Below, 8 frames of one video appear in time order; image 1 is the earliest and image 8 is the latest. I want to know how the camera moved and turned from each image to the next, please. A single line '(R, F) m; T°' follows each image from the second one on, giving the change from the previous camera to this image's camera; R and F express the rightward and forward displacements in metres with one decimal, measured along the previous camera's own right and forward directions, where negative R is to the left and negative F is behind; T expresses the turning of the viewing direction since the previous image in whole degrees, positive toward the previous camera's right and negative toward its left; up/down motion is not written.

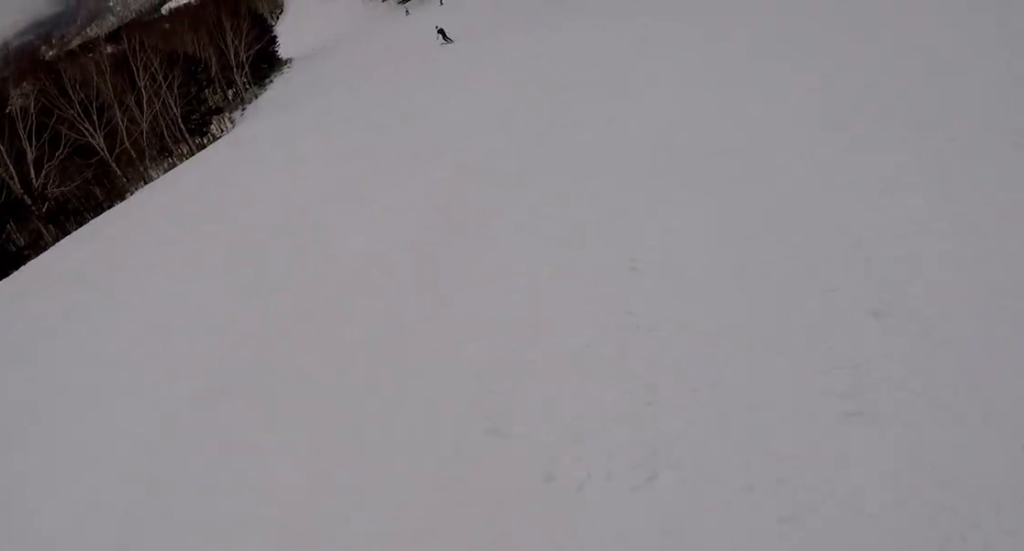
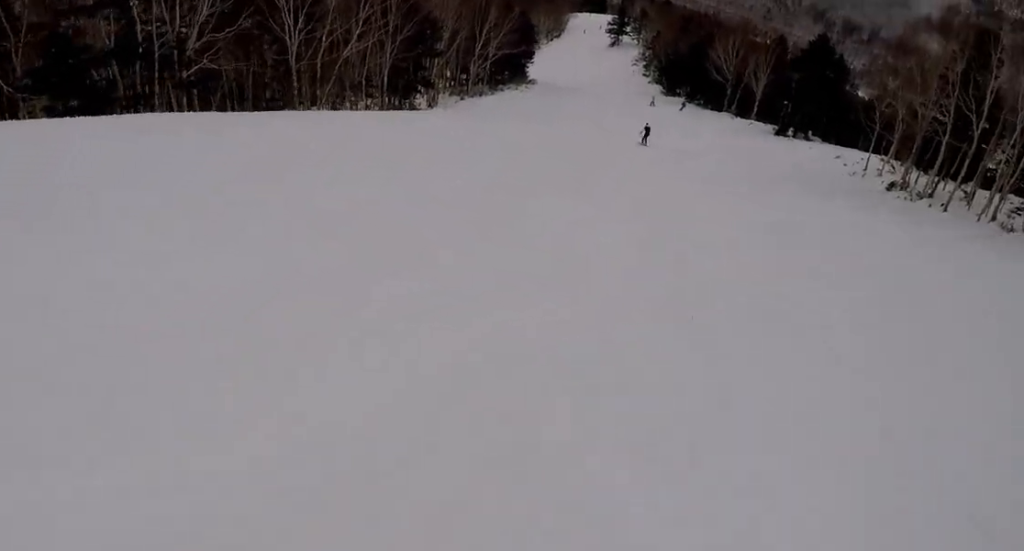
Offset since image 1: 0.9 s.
(-0.9, +4.0) m; -12°
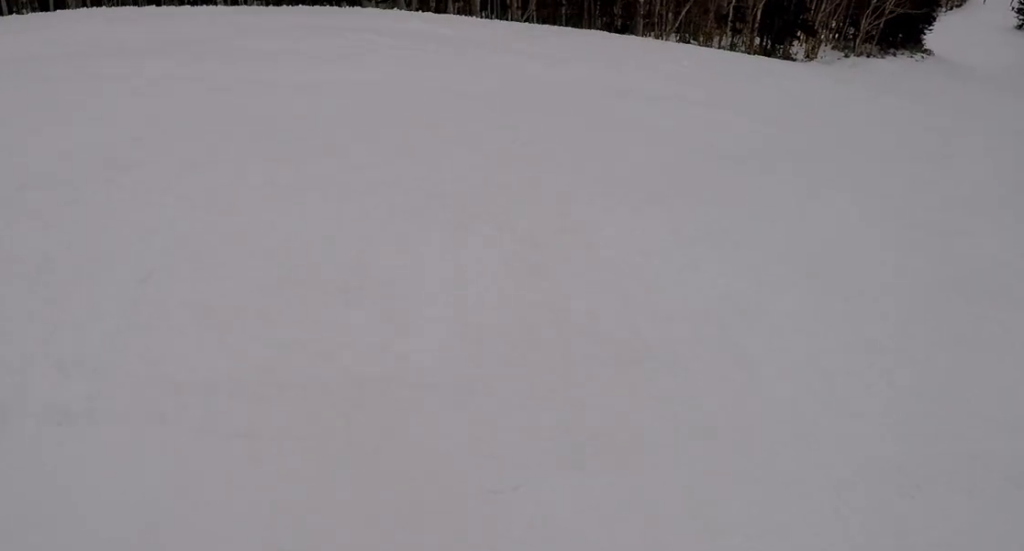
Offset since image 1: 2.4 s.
(0.0, +7.4) m; +19°
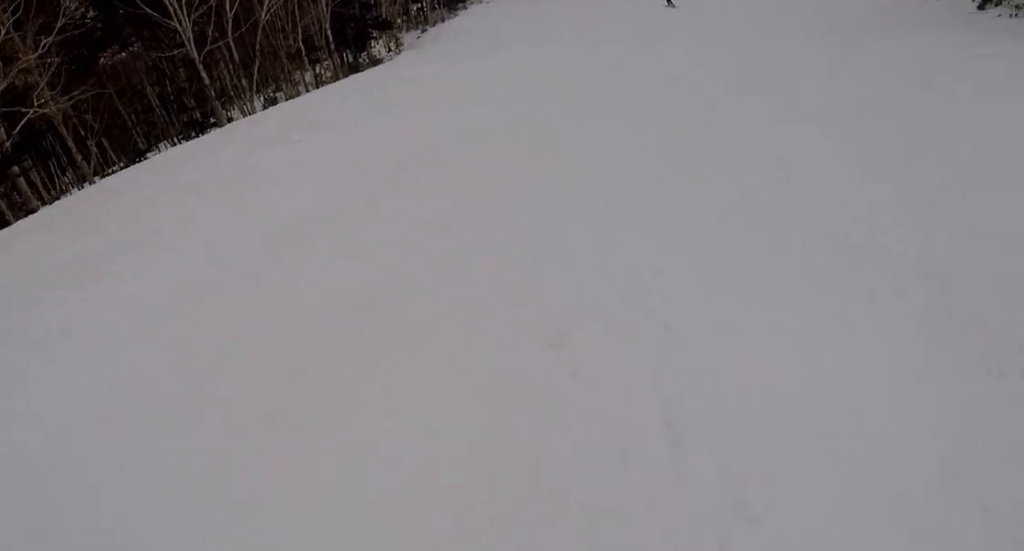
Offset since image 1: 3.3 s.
(+1.3, +3.7) m; +16°
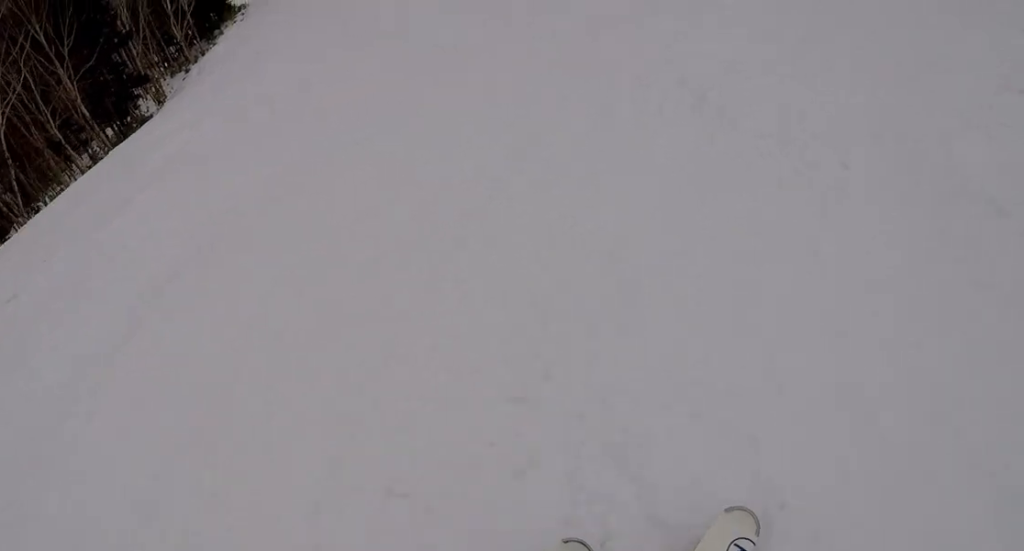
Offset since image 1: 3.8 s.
(+0.2, +2.6) m; -1°
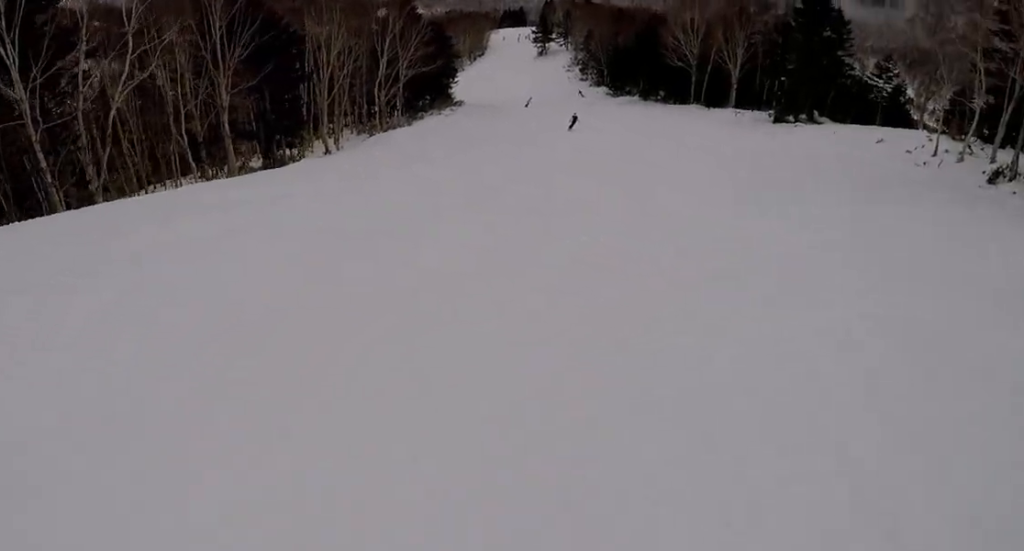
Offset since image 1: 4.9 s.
(-0.8, +4.7) m; -19°
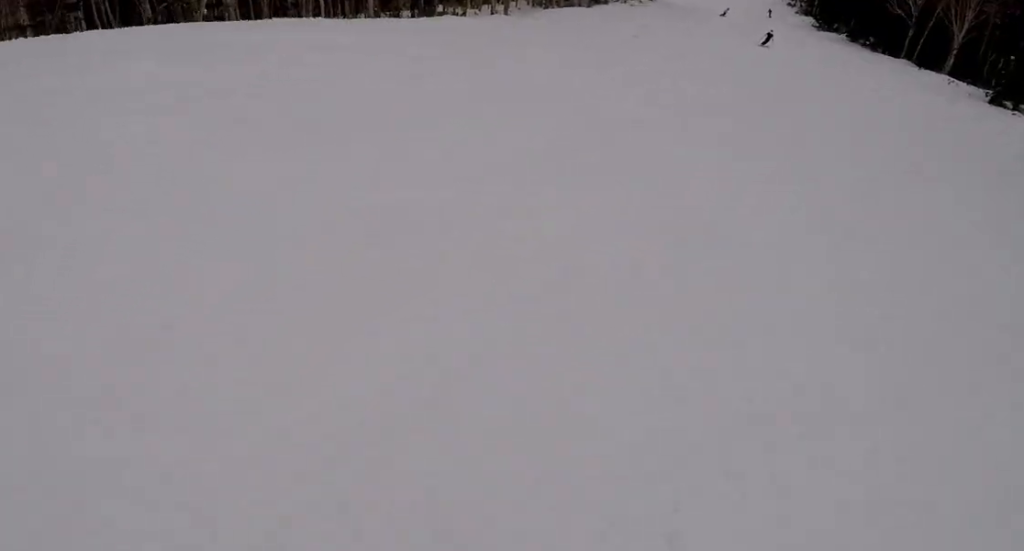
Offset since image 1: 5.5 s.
(-0.6, +2.8) m; -6°
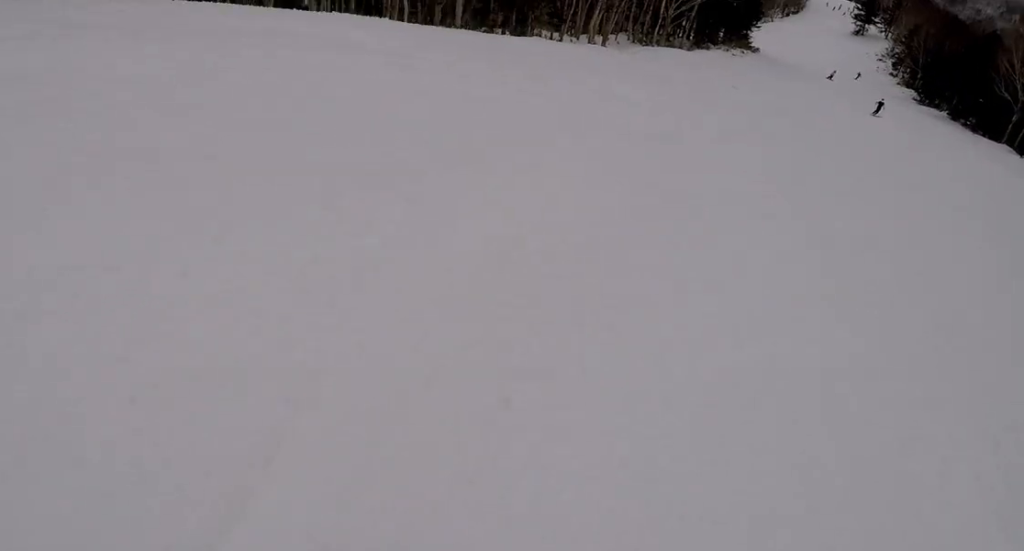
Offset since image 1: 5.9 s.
(0.0, +1.8) m; +3°
